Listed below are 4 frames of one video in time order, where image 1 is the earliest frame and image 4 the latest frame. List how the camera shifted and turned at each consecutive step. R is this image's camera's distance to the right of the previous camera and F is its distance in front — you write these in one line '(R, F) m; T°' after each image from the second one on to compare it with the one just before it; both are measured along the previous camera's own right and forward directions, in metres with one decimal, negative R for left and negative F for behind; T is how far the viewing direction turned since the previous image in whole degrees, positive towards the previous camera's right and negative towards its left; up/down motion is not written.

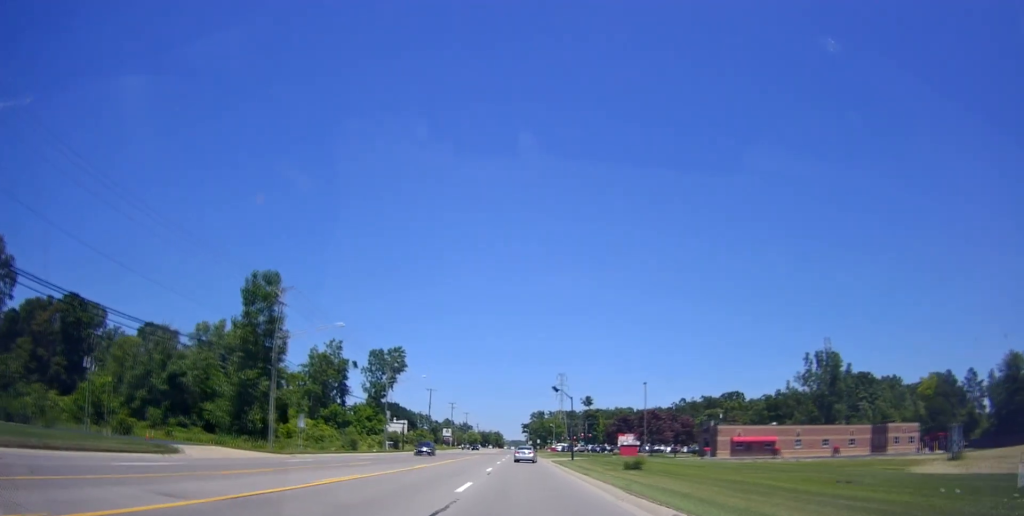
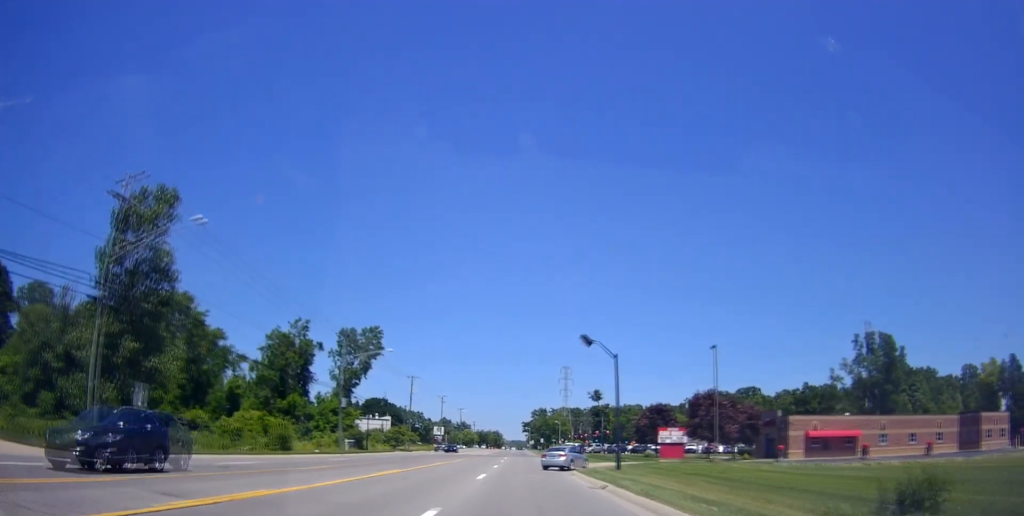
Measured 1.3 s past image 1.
(+0.1, +24.4) m; 0°
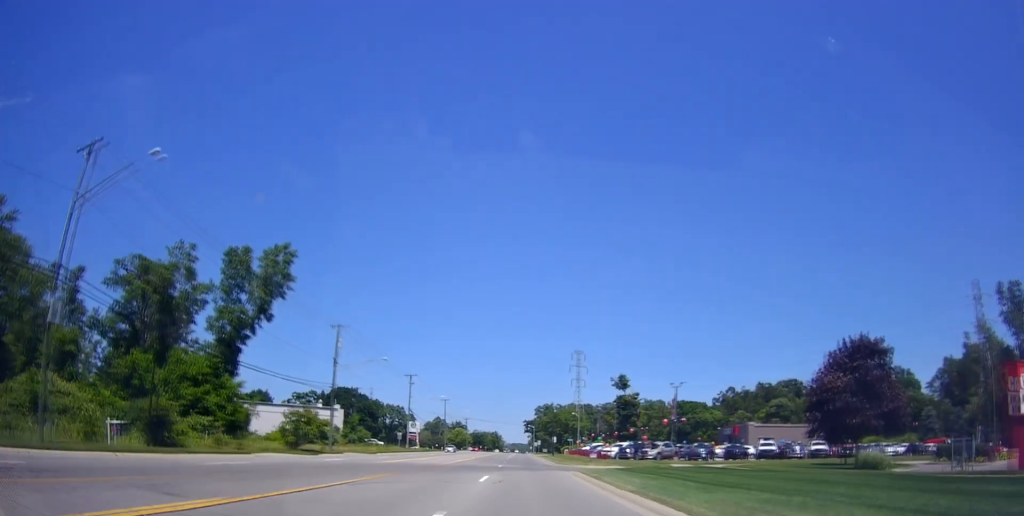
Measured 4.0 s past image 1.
(-0.8, +46.2) m; -2°
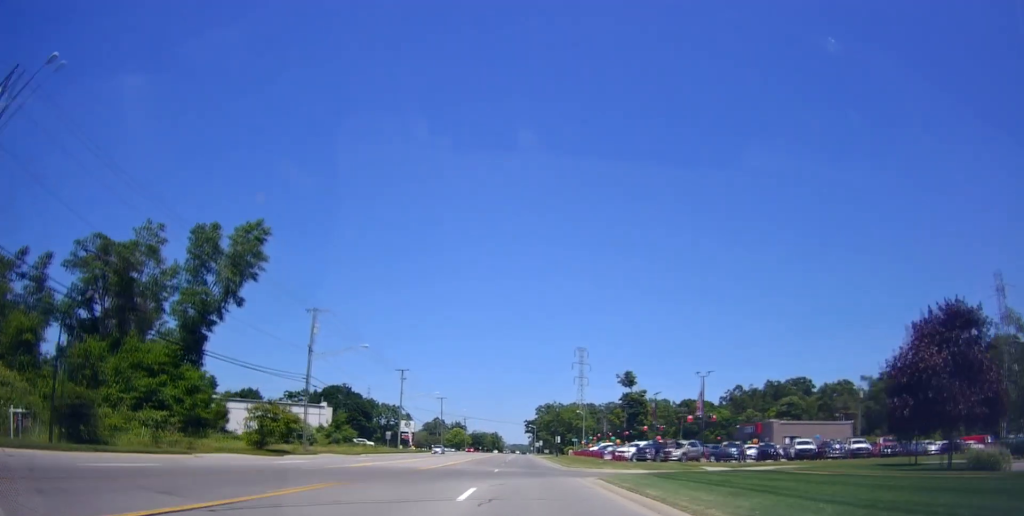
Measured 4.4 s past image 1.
(-0.1, +7.8) m; -1°
